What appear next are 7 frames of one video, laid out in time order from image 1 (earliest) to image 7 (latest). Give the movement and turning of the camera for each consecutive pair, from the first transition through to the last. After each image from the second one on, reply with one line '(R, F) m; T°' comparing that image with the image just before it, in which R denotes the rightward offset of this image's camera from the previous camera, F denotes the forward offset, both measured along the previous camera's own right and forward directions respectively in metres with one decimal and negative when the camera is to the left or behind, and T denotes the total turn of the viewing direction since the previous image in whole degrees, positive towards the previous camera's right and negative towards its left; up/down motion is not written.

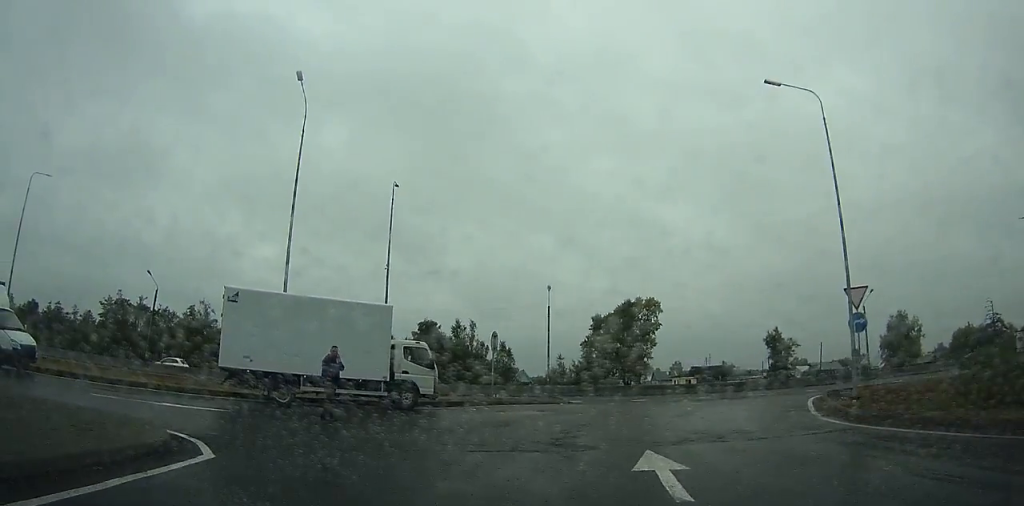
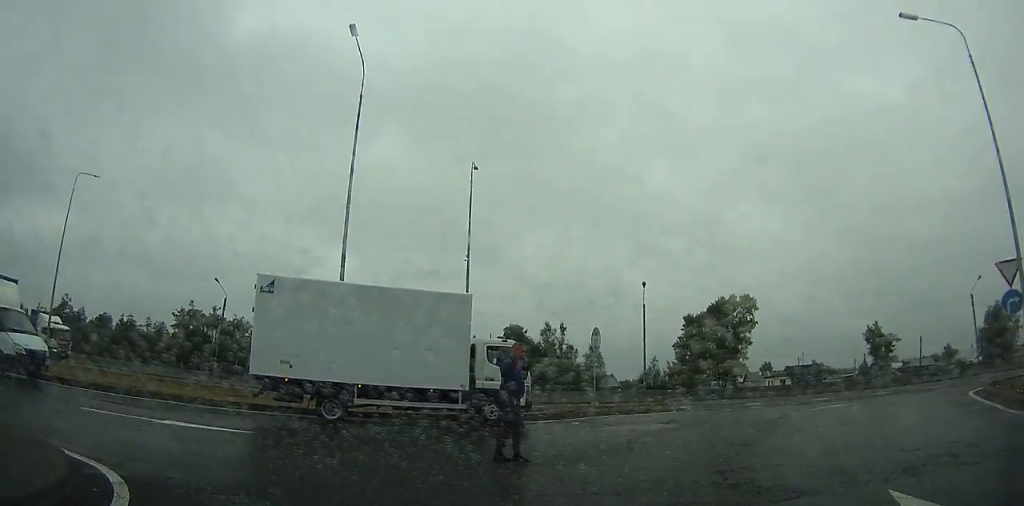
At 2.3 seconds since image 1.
(-0.4, +4.4) m; -9°
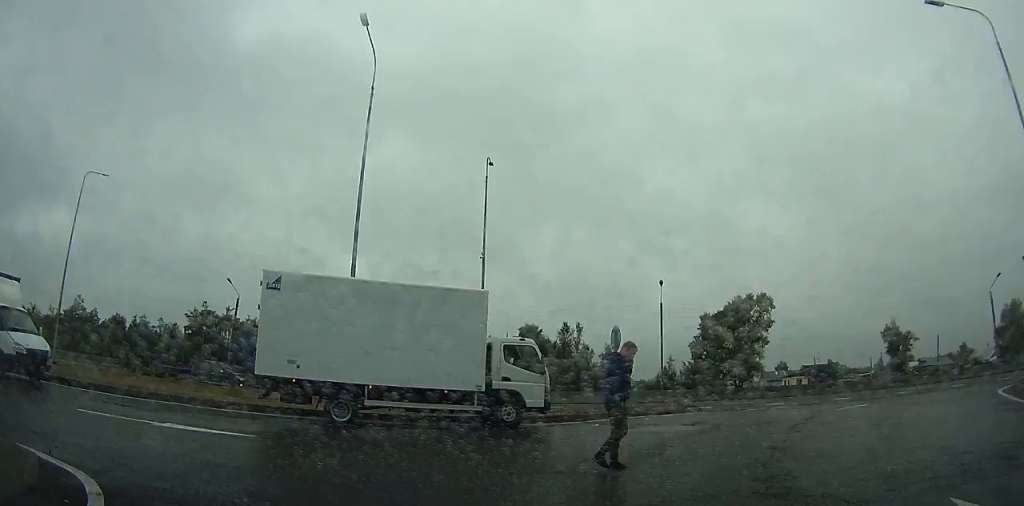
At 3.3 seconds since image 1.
(0.0, +1.4) m; 0°
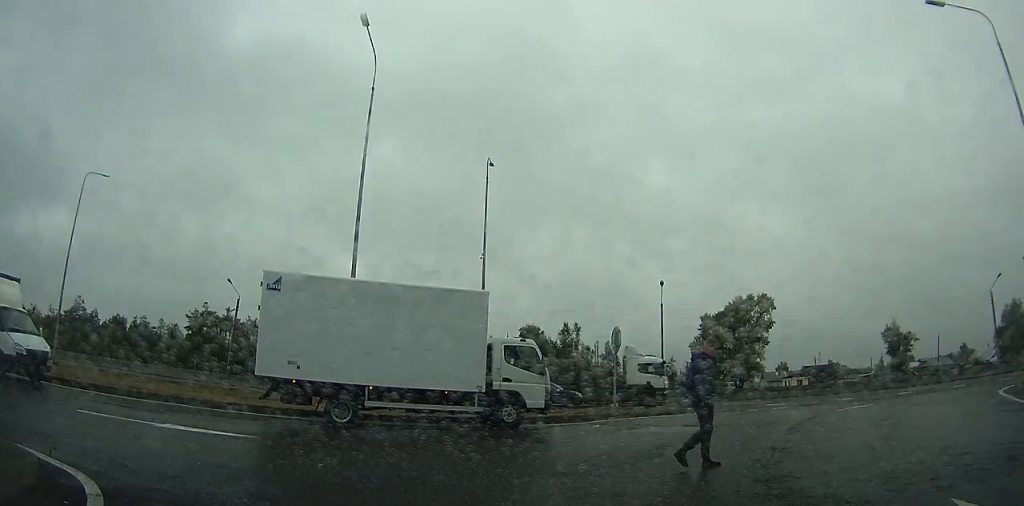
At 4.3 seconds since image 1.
(0.0, +1.4) m; 0°
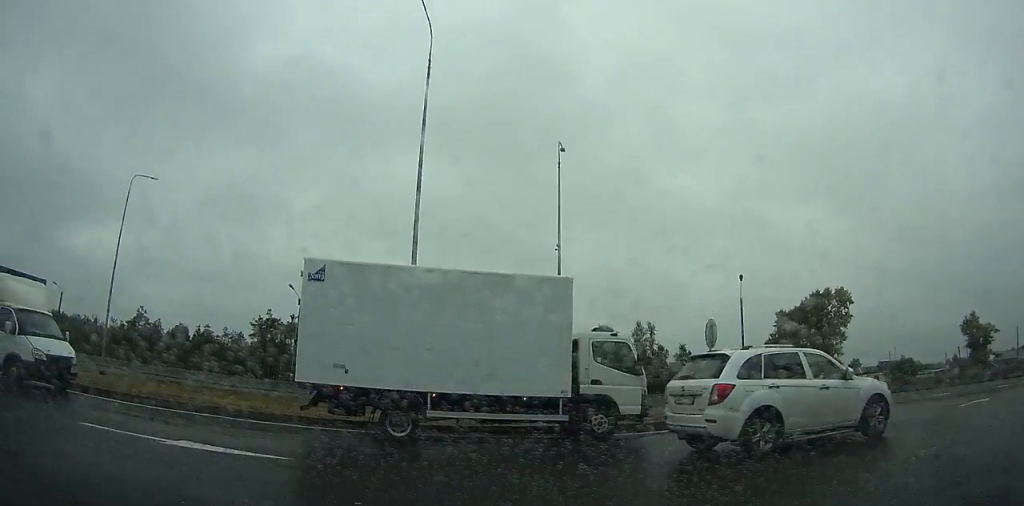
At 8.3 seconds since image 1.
(0.0, +3.4) m; -36°
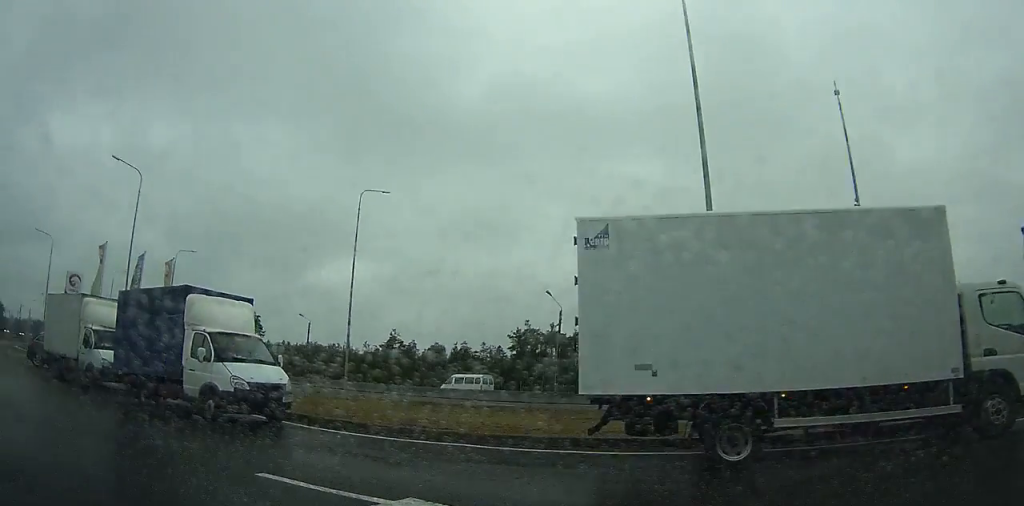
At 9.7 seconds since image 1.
(-0.7, +2.4) m; -24°
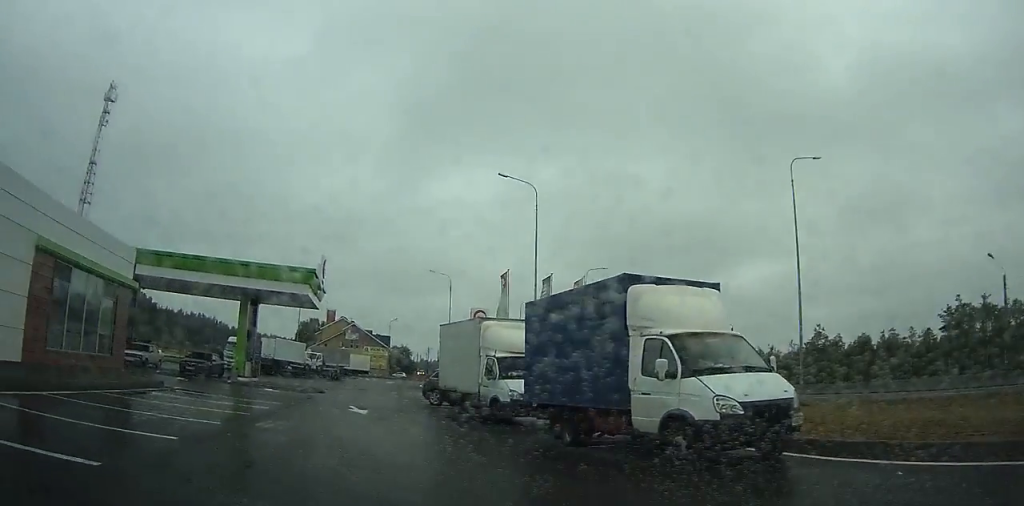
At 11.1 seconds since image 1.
(-0.7, +3.3) m; -17°
